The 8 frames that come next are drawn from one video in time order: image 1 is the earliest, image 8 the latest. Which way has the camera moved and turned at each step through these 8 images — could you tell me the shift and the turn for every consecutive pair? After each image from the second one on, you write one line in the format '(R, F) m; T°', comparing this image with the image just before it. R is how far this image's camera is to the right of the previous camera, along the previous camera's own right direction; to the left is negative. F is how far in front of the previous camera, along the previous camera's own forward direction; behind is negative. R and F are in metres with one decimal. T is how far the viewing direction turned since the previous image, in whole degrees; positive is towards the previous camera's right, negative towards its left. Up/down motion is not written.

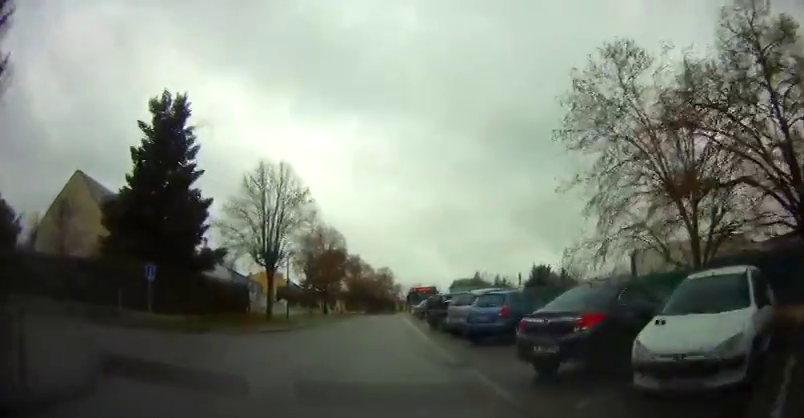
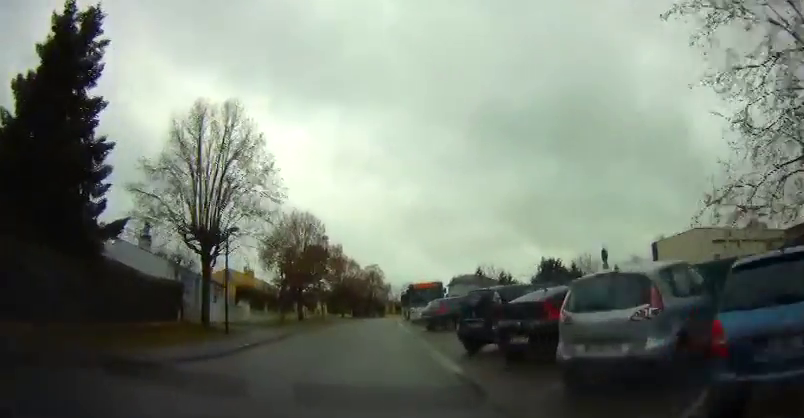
(+0.2, +11.2) m; +3°
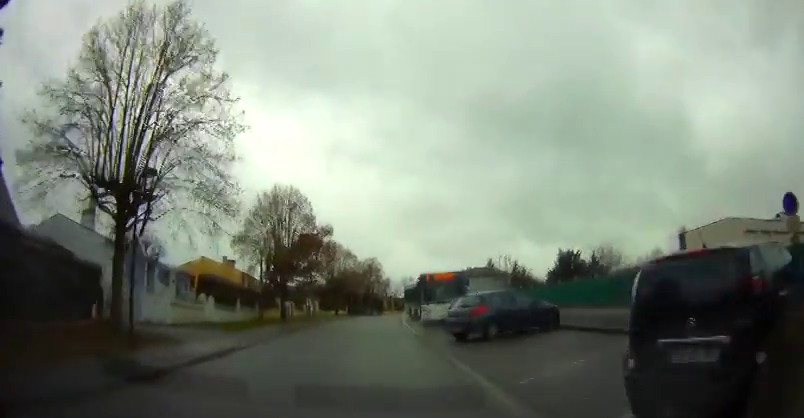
(0.0, +8.6) m; 0°
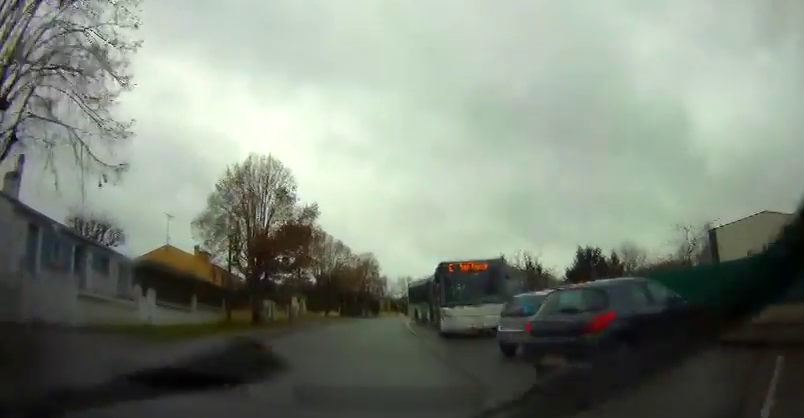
(0.0, +8.3) m; -3°
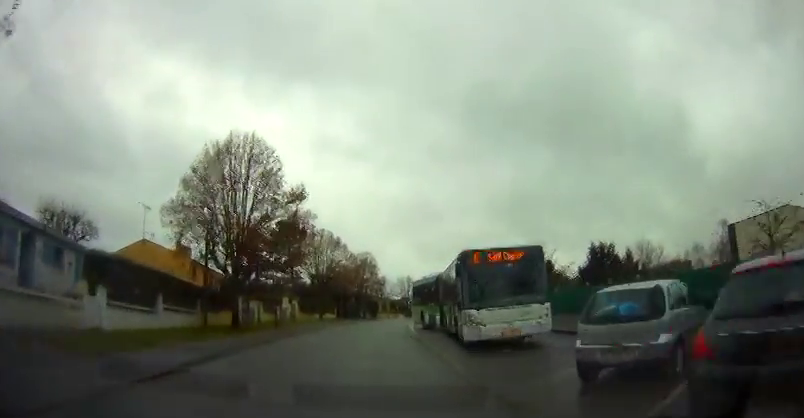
(-0.2, +4.5) m; 0°
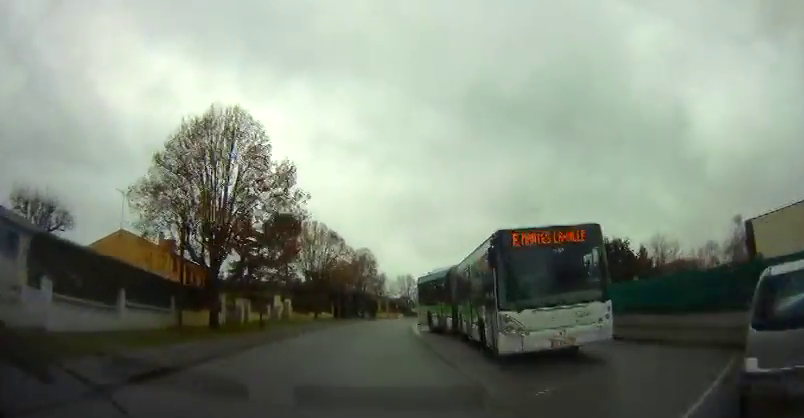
(-0.2, +3.7) m; 0°
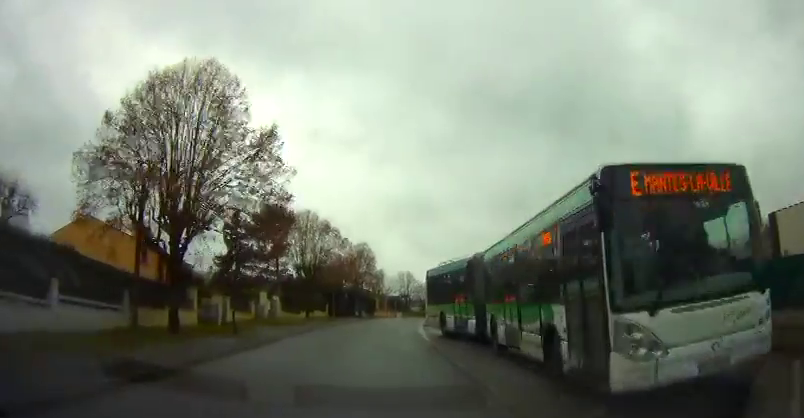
(+0.2, +4.7) m; +2°
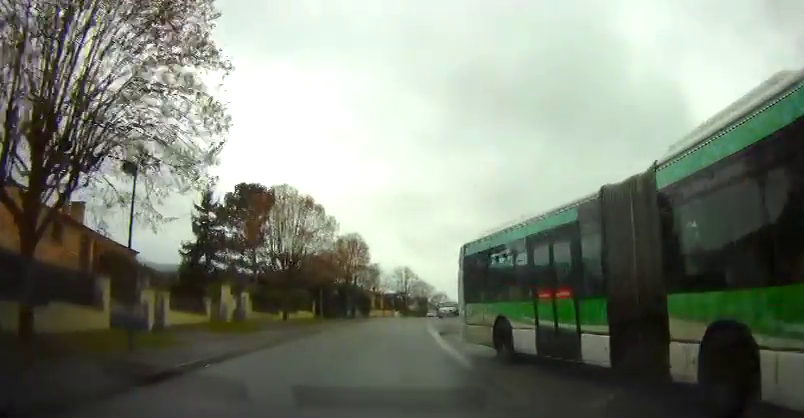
(+0.3, +8.8) m; +2°
